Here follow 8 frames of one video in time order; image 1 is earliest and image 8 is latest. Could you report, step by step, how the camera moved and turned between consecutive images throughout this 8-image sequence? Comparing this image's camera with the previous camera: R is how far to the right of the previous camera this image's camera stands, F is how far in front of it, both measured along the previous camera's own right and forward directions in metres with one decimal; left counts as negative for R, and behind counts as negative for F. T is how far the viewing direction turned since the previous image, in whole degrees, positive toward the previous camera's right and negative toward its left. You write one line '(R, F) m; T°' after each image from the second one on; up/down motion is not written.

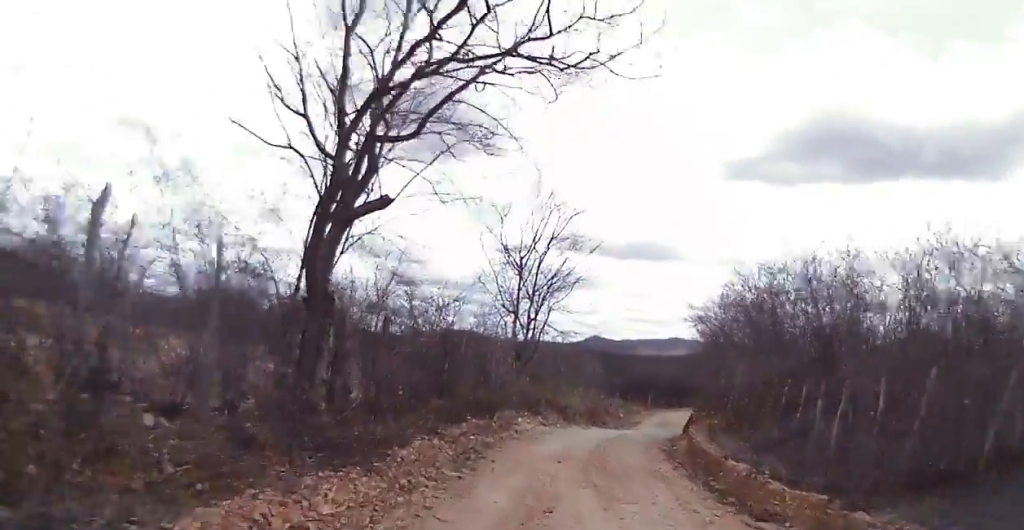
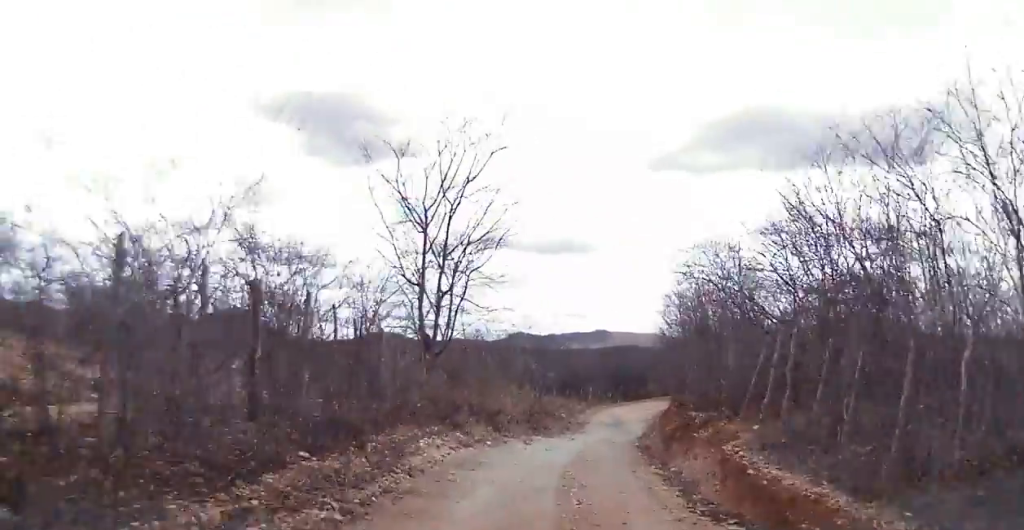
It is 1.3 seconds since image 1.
(+0.4, +7.3) m; +5°
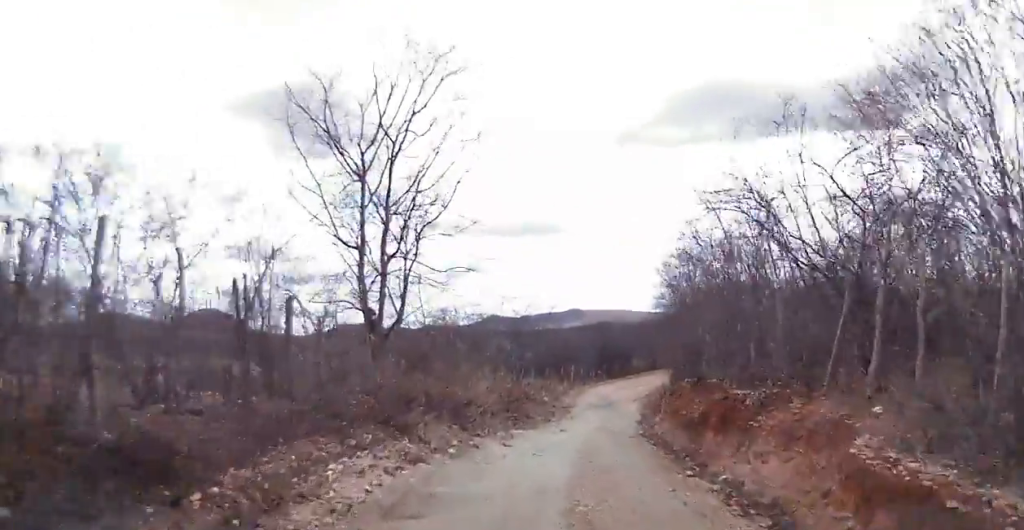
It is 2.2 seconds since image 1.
(+0.1, +4.4) m; +1°
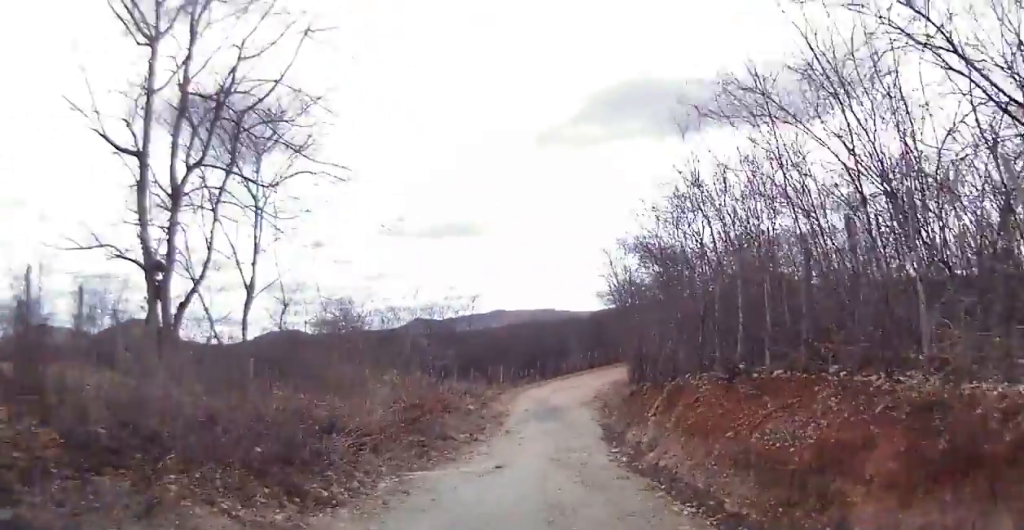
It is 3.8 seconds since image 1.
(0.0, +8.3) m; +6°
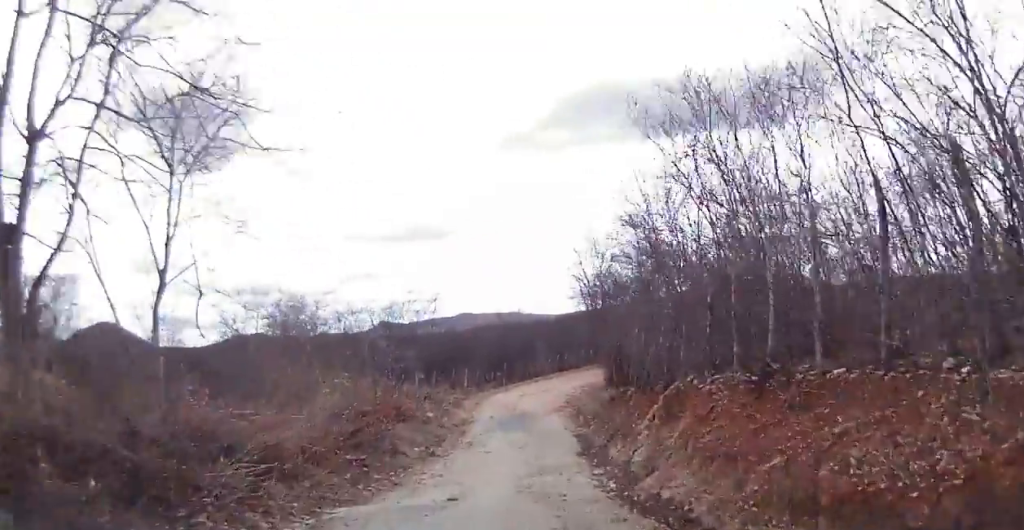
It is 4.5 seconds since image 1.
(+0.3, +3.1) m; +5°
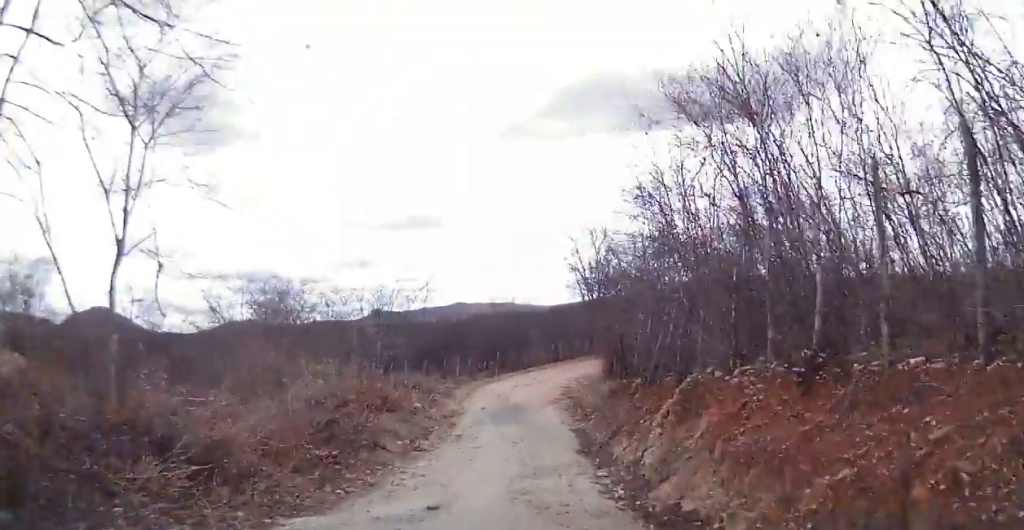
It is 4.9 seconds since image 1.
(+0.1, +1.7) m; +2°
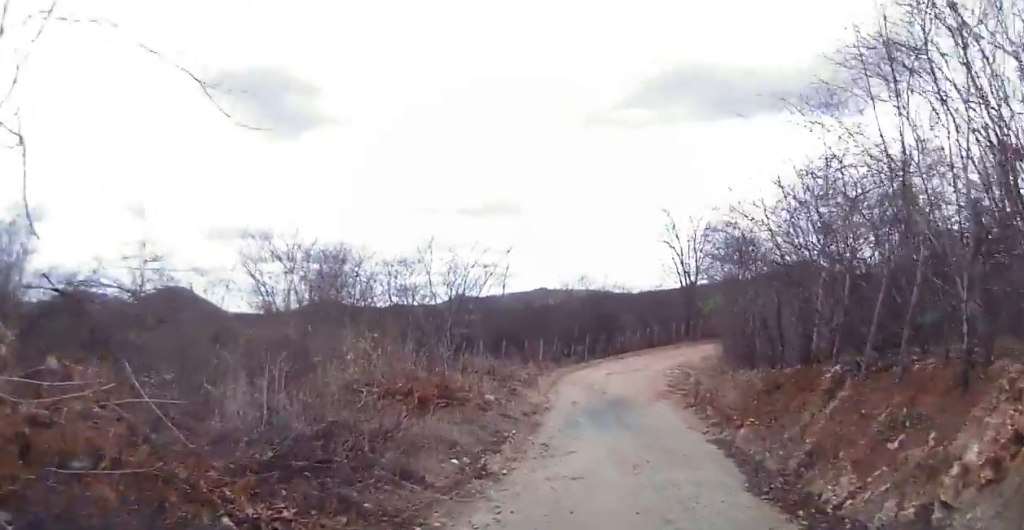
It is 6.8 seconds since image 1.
(+0.2, +6.2) m; +4°
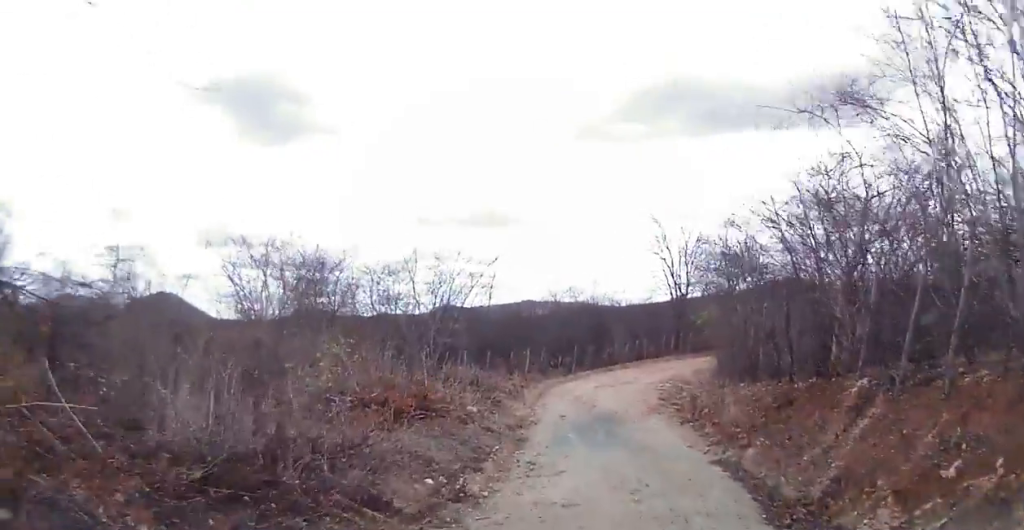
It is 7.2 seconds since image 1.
(0.0, +1.2) m; 0°
